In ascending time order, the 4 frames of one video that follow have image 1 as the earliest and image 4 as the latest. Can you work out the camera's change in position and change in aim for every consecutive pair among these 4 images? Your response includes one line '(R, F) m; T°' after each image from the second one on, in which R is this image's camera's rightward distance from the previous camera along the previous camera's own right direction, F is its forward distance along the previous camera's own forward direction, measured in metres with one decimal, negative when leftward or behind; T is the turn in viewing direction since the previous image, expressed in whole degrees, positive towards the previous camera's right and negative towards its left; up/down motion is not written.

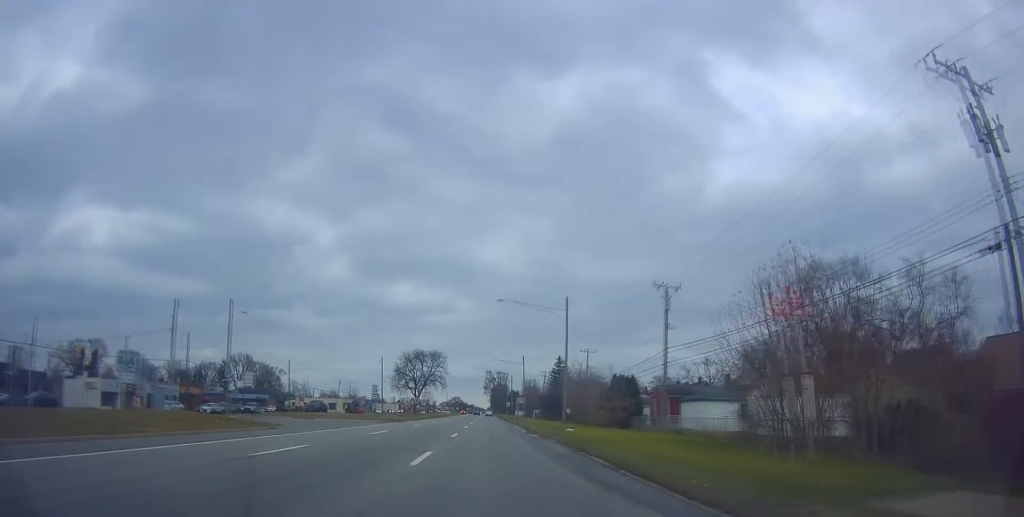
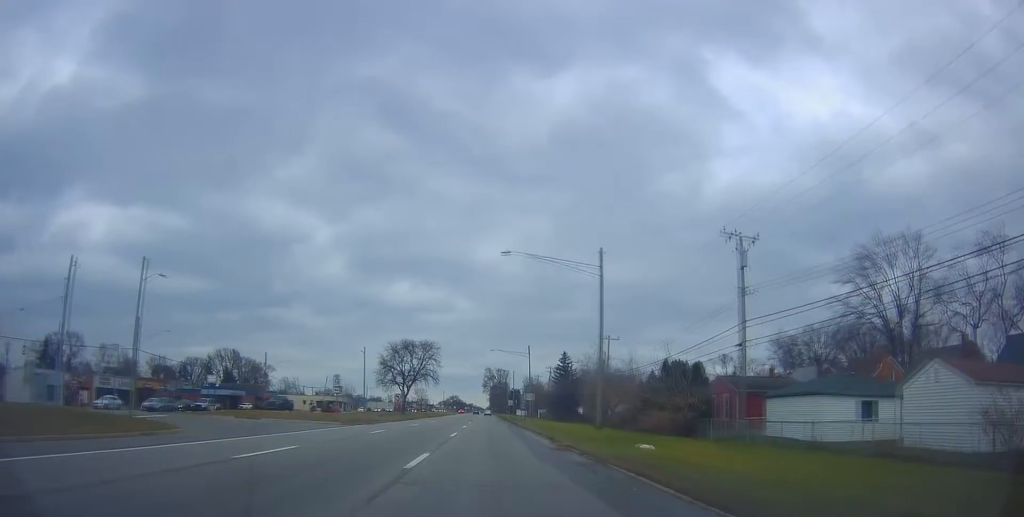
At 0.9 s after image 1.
(-0.6, +17.6) m; -2°
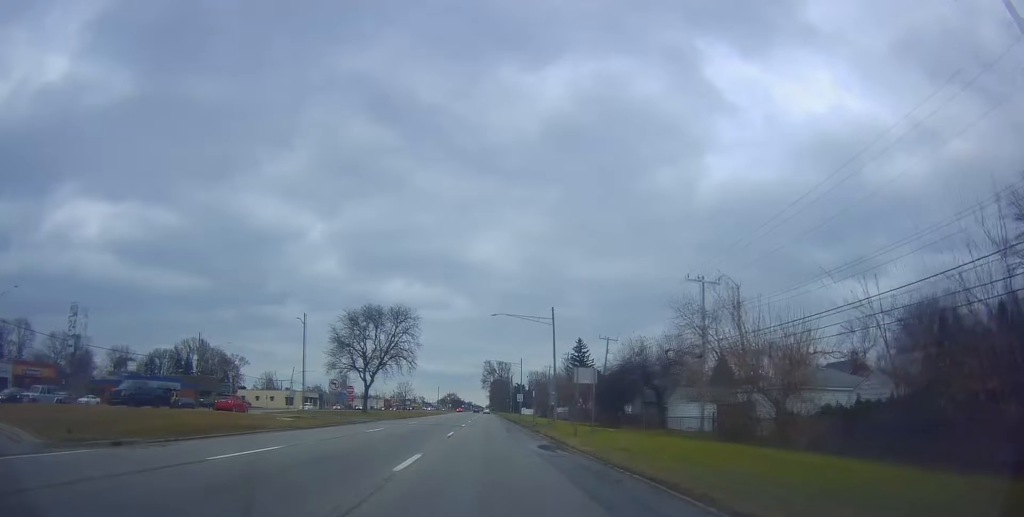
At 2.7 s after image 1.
(+0.1, +35.4) m; 0°
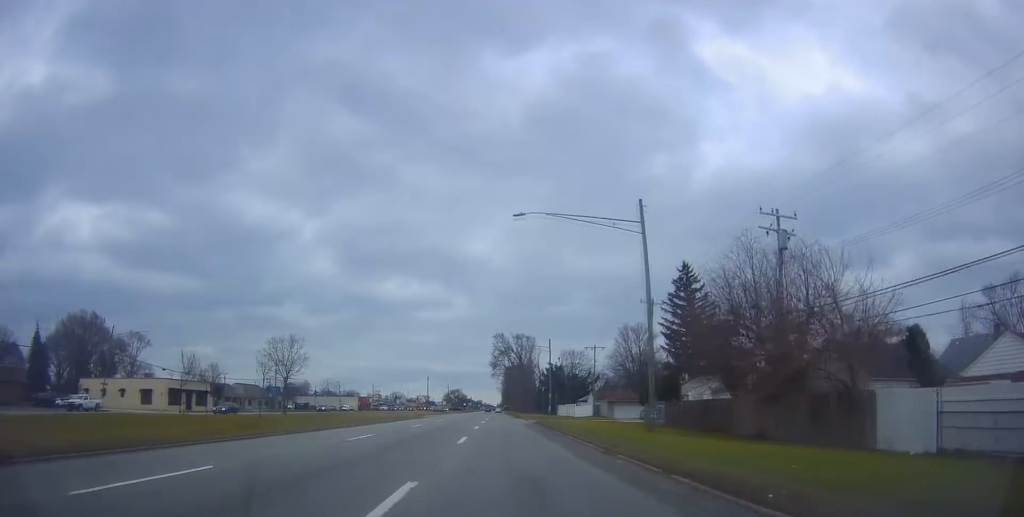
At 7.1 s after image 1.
(-1.5, +86.3) m; -1°
